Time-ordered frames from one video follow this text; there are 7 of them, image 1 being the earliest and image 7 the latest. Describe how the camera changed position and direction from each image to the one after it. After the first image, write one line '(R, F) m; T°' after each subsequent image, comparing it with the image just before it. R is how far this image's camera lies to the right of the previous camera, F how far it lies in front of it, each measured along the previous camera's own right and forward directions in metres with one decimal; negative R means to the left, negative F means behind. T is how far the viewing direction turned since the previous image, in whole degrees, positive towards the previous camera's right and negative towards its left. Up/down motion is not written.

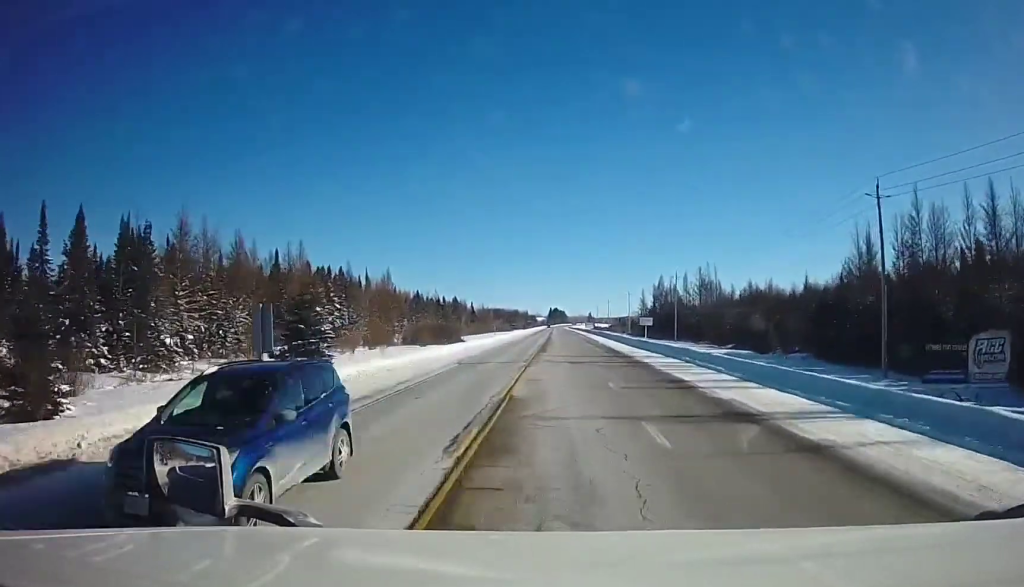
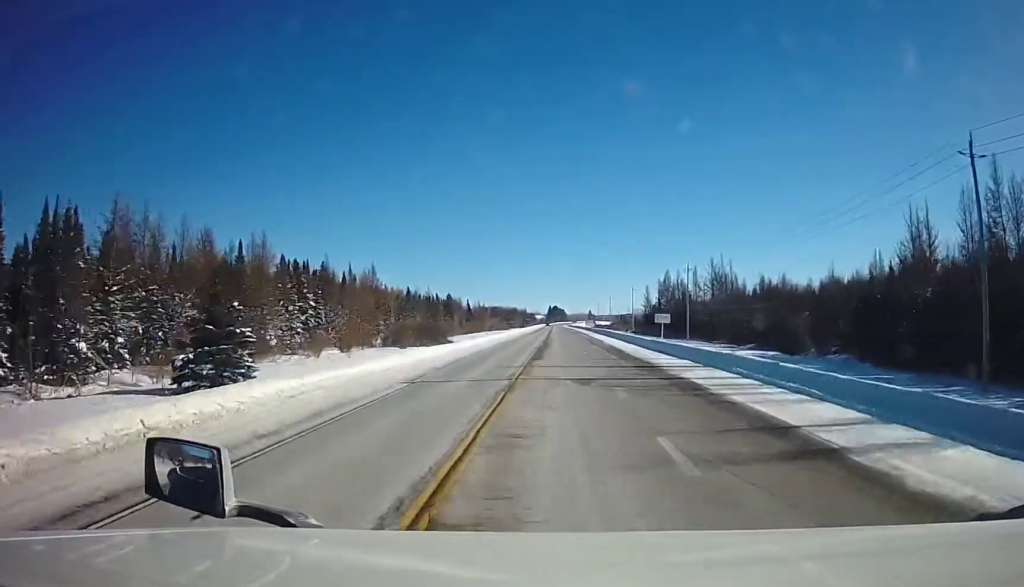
(0.0, +12.0) m; 0°
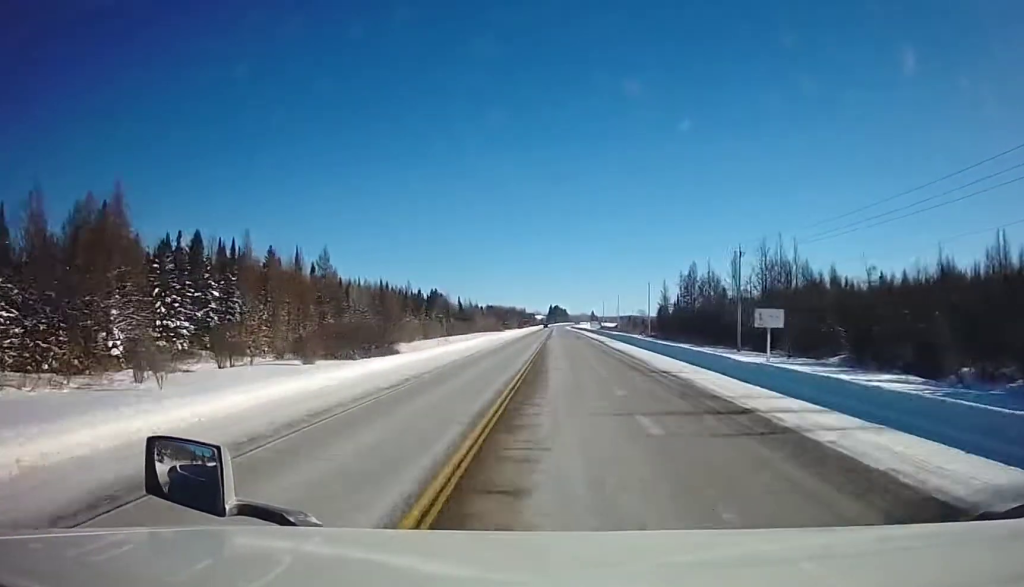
(+0.2, +31.3) m; +1°
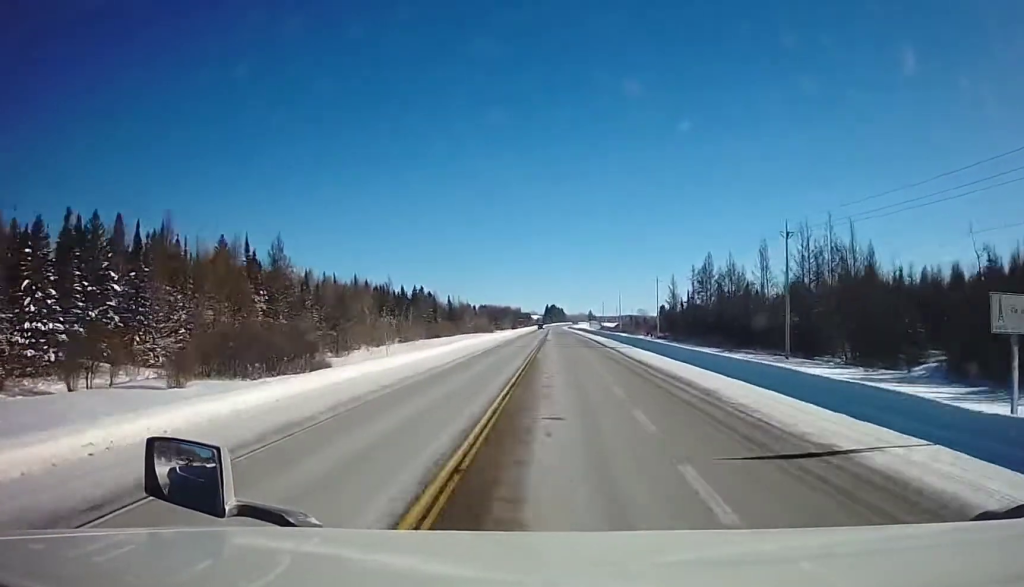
(+0.1, +18.3) m; 0°
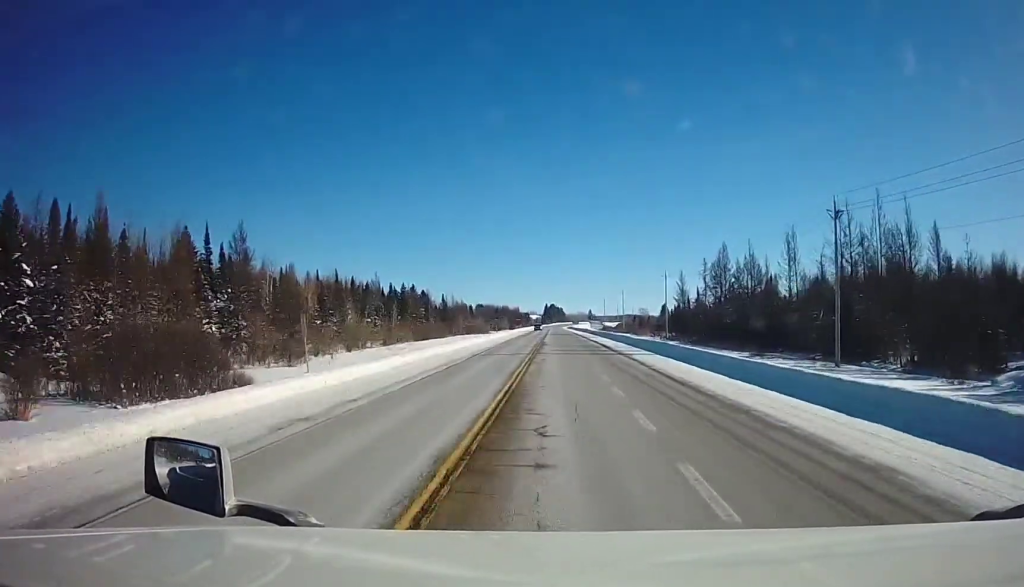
(0.0, +11.8) m; 0°
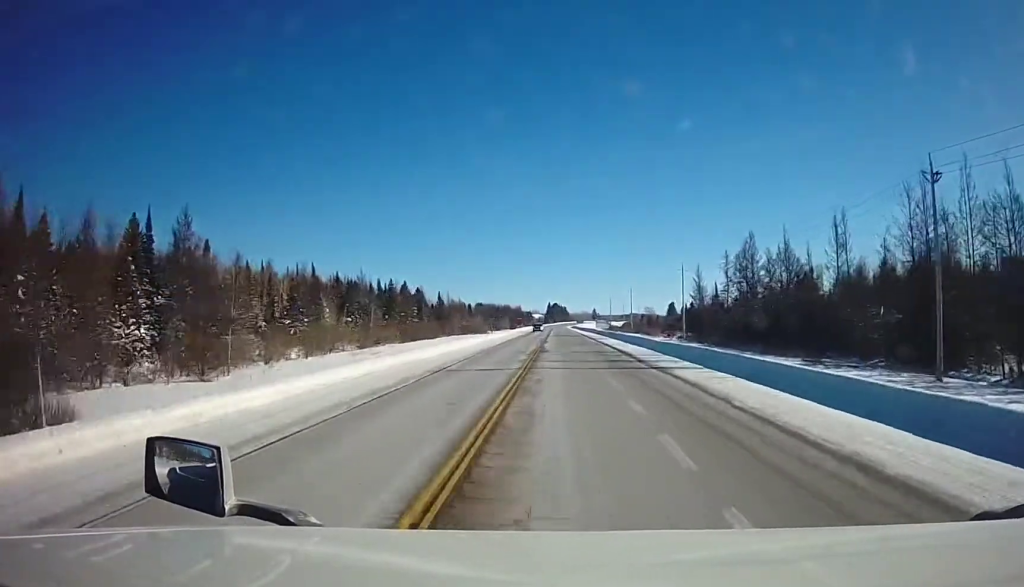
(0.0, +14.5) m; 0°
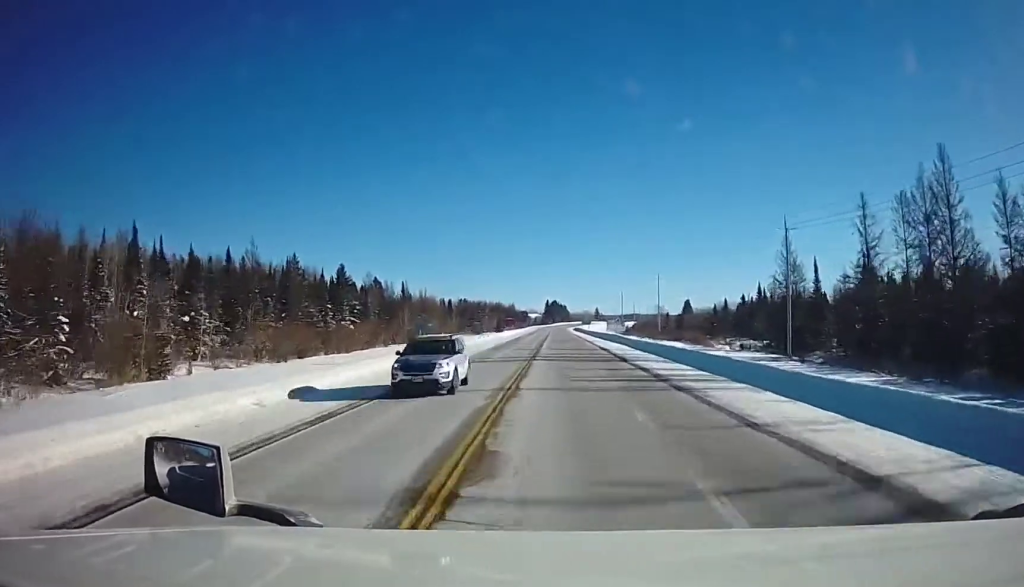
(-0.6, +53.6) m; 0°
